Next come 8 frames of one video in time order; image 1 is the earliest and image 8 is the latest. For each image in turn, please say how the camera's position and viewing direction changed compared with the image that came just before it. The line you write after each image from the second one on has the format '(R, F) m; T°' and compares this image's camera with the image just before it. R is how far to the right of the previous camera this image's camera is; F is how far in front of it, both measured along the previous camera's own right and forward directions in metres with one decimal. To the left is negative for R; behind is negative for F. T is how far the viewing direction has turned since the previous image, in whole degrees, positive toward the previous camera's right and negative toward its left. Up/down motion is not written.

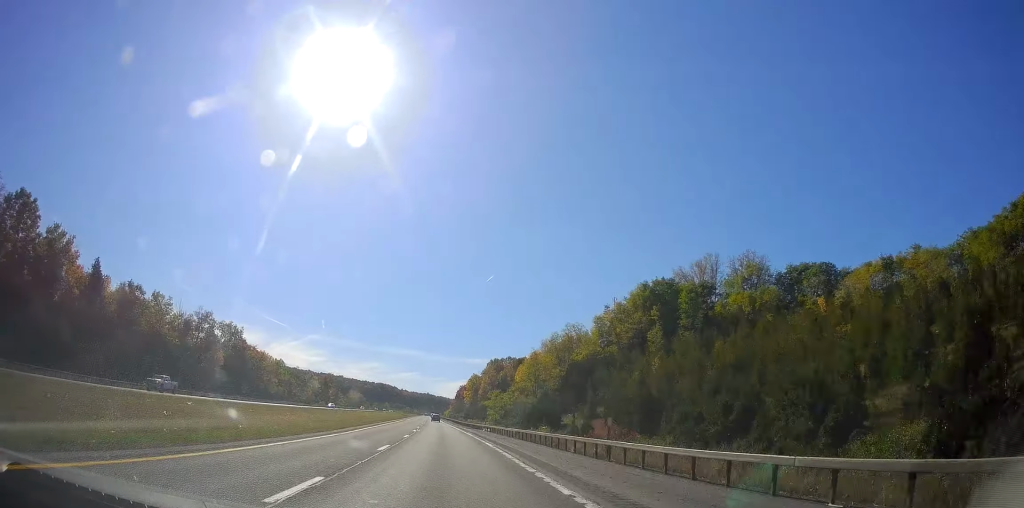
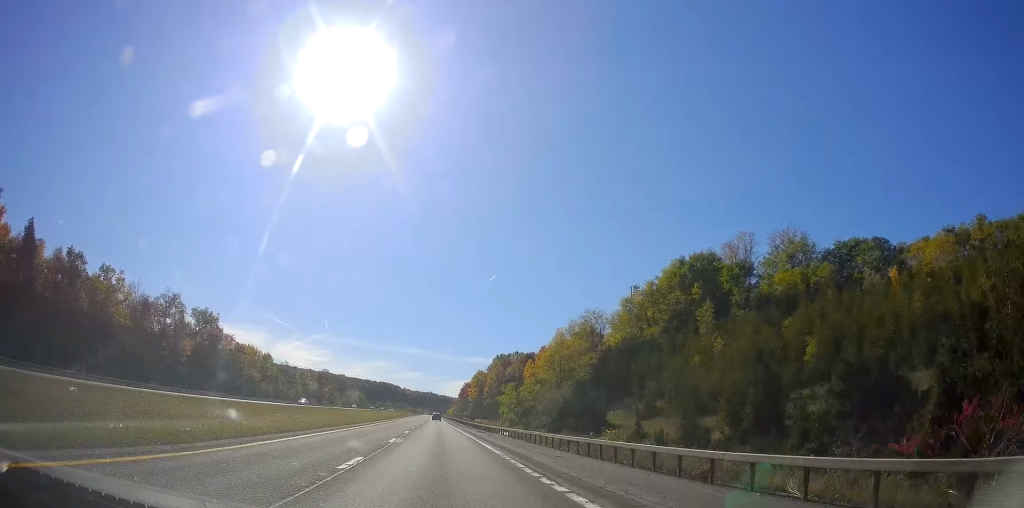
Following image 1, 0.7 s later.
(-0.3, +19.3) m; -1°
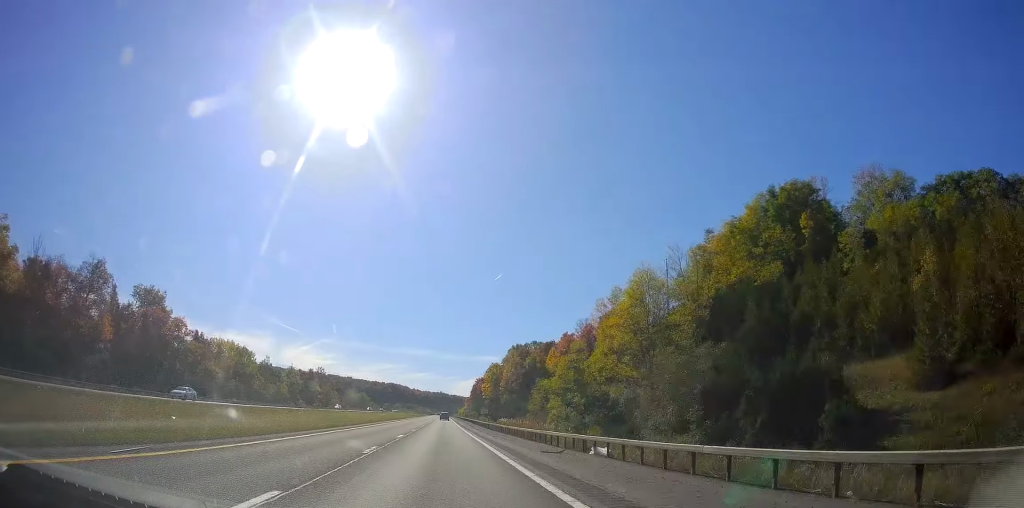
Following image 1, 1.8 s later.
(-0.5, +32.0) m; -1°
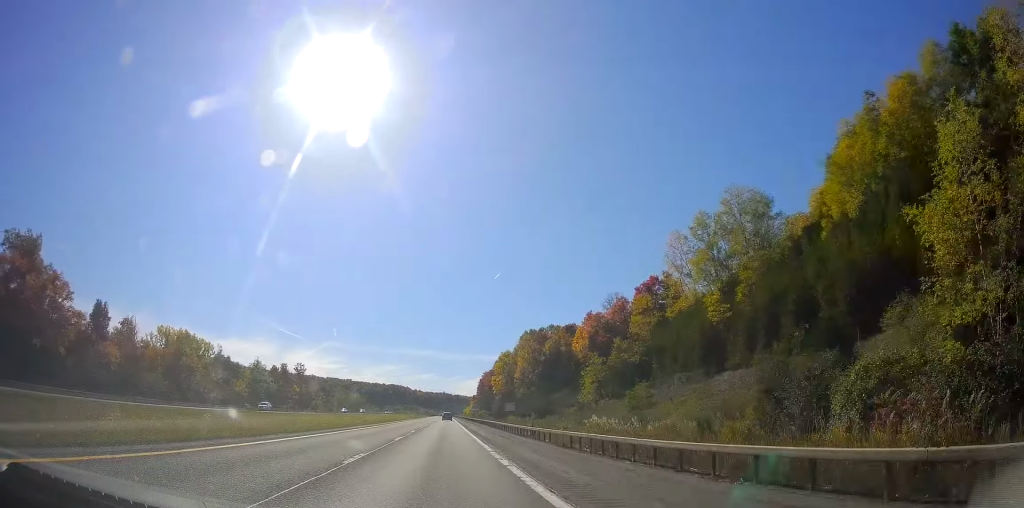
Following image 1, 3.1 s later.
(-0.1, +39.9) m; 0°
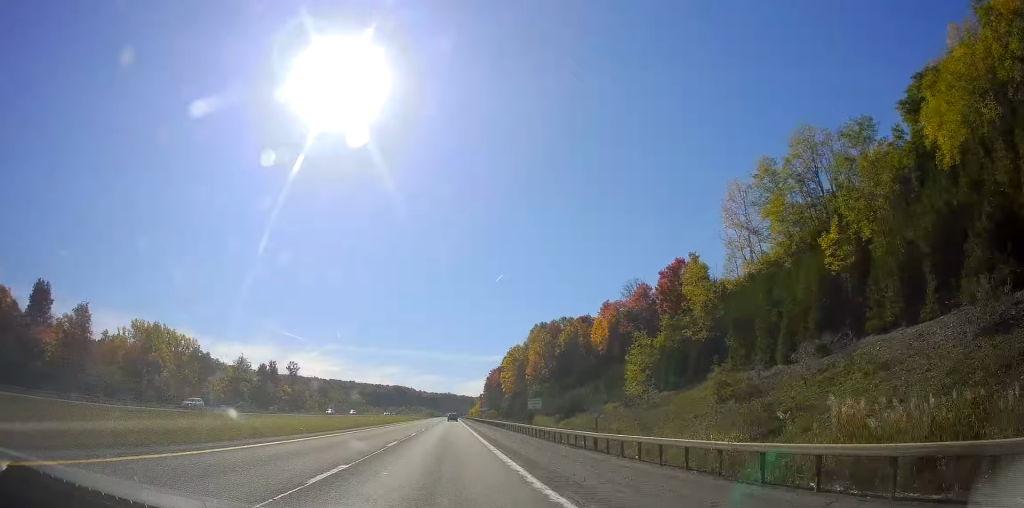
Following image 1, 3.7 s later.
(0.0, +16.4) m; -1°
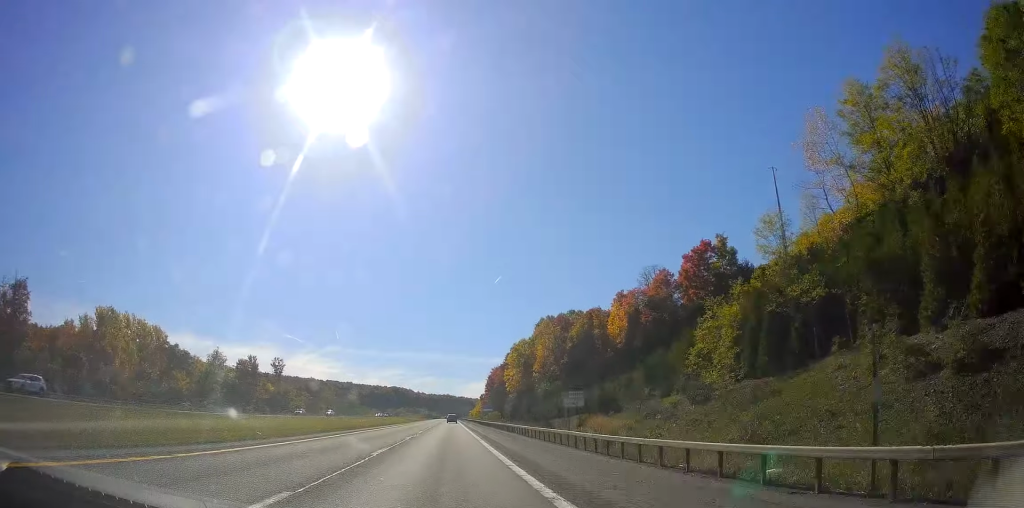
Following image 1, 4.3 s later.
(+0.2, +16.4) m; -1°
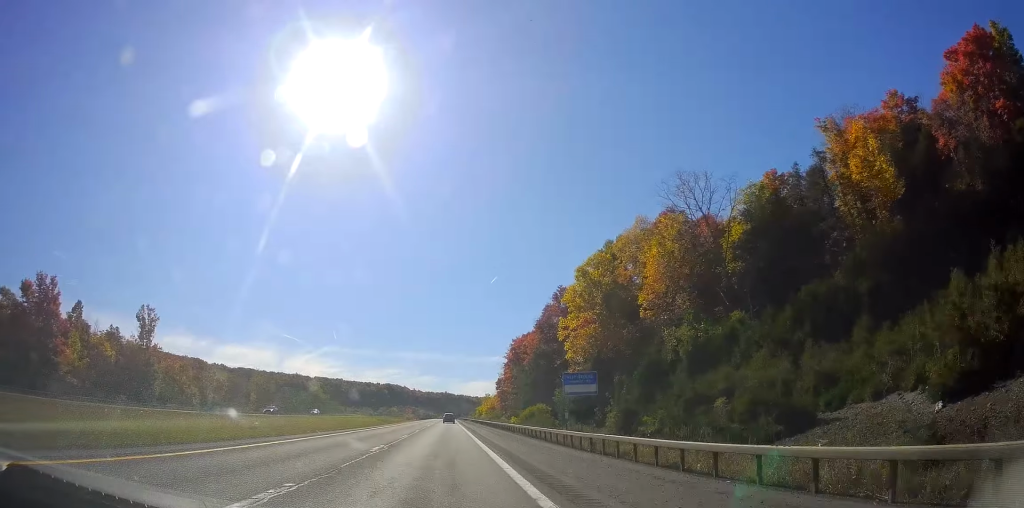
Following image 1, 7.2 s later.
(+0.5, +83.8) m; +1°
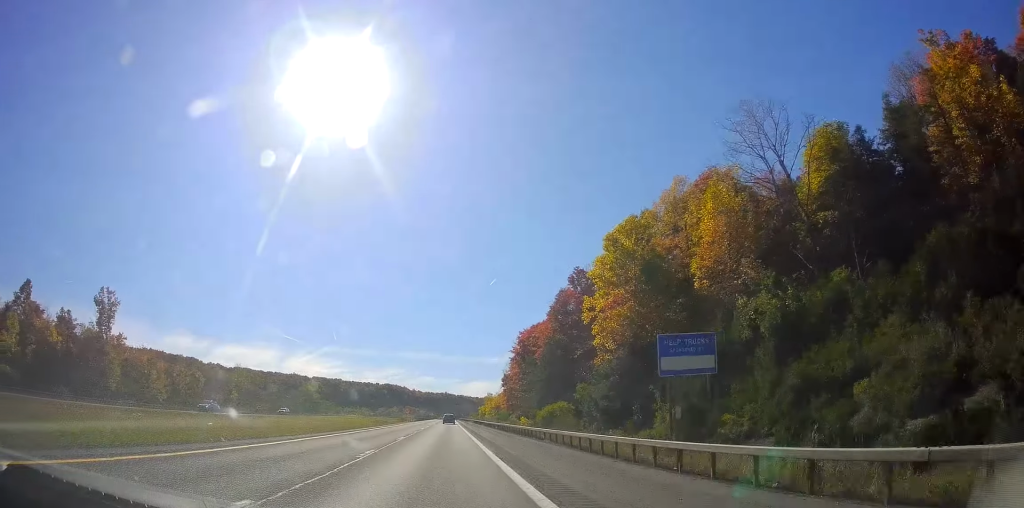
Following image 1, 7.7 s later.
(-0.1, +14.5) m; 0°
